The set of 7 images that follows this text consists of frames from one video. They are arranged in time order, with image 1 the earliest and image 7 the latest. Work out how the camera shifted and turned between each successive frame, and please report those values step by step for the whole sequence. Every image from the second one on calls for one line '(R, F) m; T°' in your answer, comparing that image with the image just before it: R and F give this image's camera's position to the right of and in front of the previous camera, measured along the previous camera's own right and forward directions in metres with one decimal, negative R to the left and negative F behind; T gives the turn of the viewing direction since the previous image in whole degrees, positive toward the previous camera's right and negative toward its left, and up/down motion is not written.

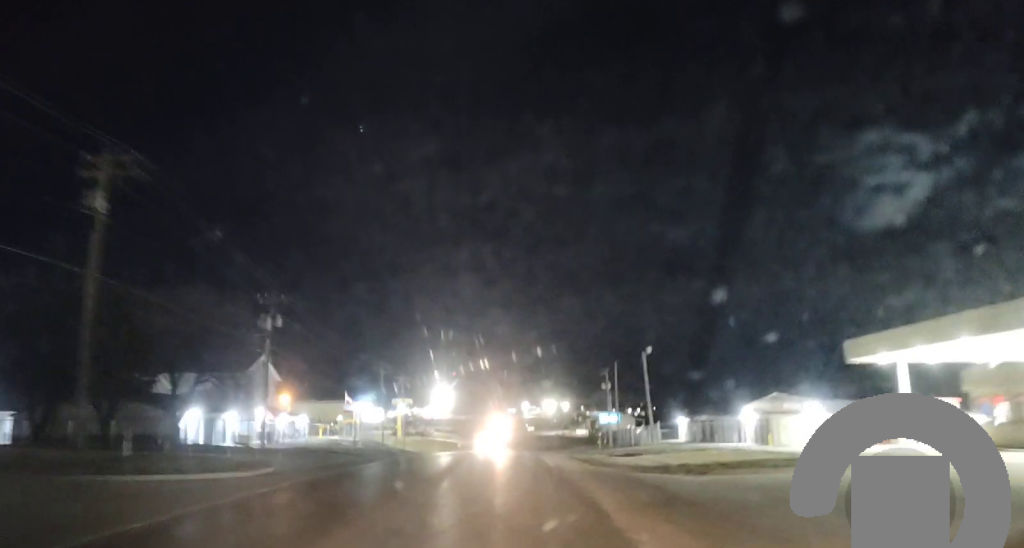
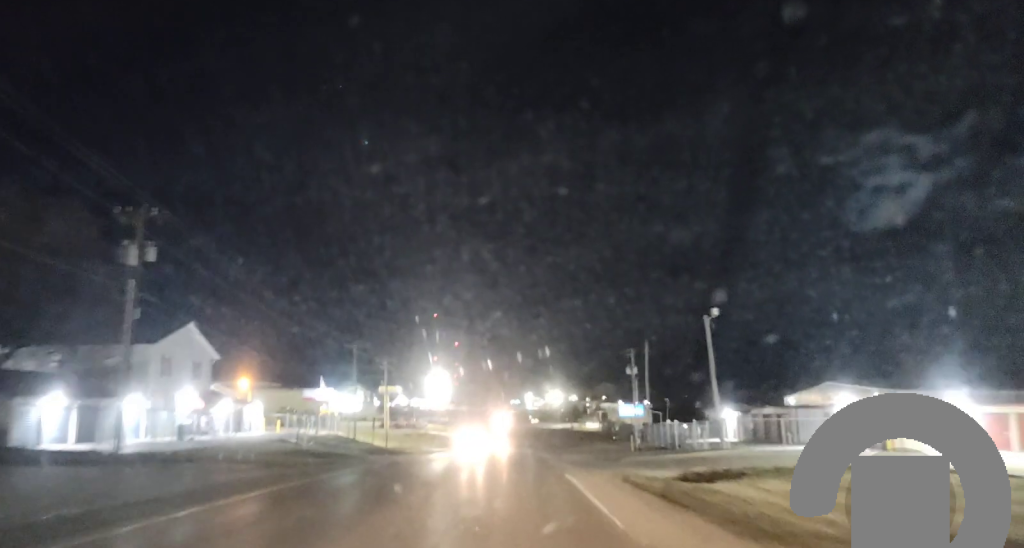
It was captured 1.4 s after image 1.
(+0.2, +20.1) m; -1°
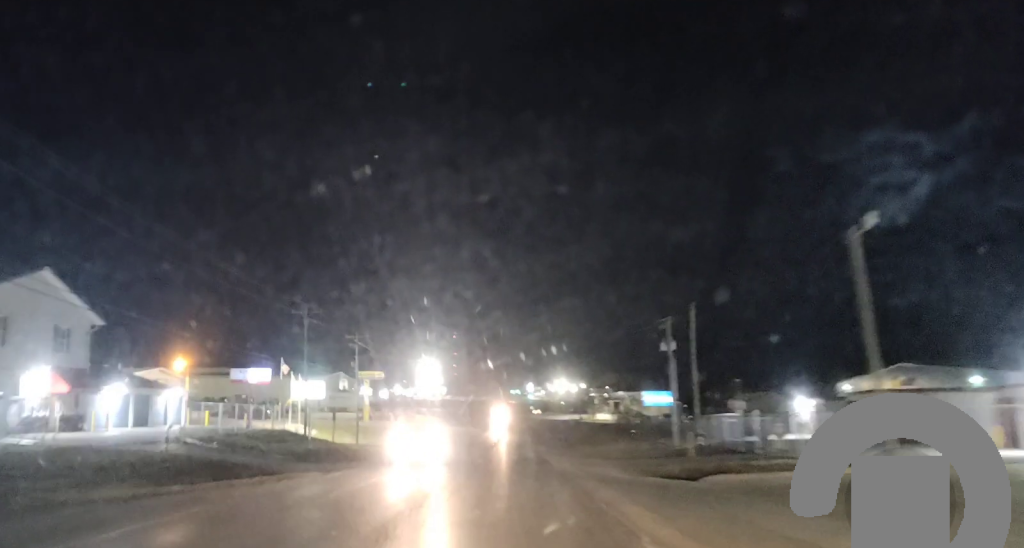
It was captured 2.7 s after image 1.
(-0.4, +19.3) m; 0°
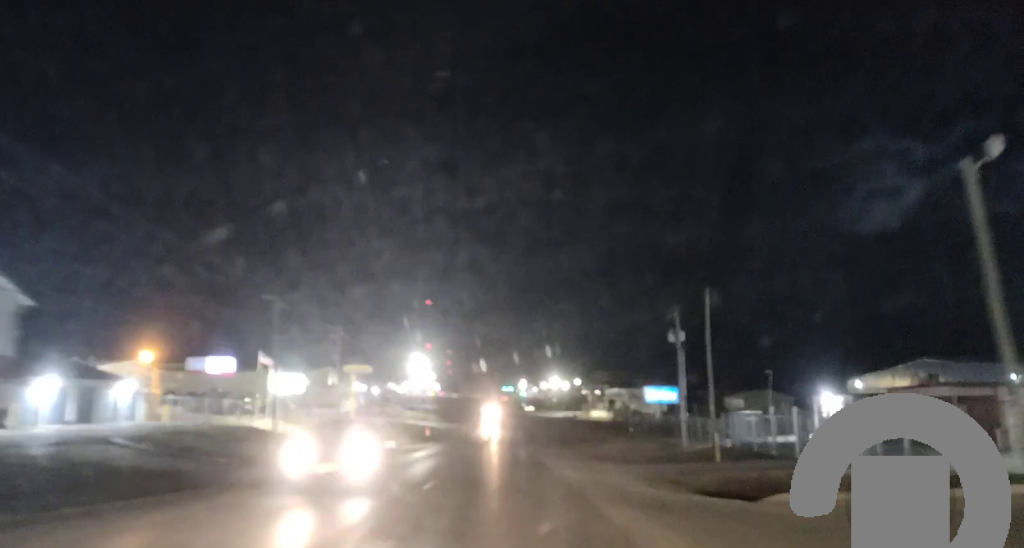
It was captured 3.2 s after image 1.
(+0.1, +7.5) m; +1°
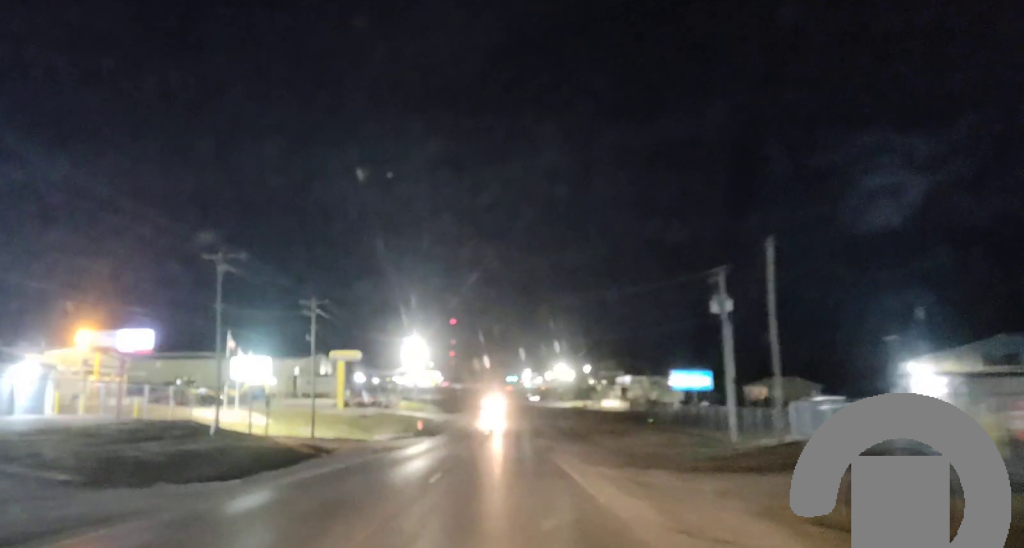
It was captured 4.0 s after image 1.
(0.0, +11.7) m; -1°
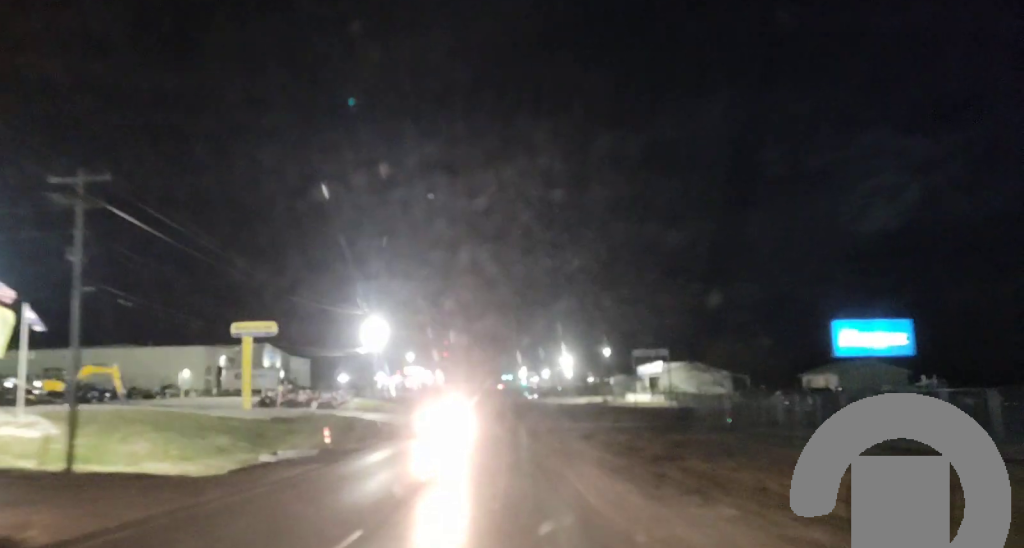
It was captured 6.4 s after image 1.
(-0.2, +36.5) m; 0°
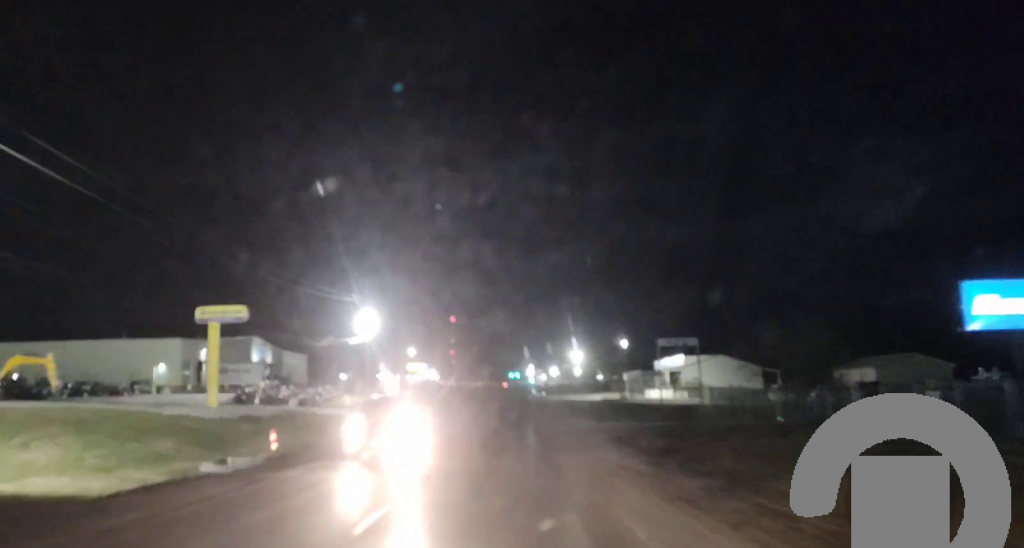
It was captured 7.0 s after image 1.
(-0.1, +9.4) m; -1°
